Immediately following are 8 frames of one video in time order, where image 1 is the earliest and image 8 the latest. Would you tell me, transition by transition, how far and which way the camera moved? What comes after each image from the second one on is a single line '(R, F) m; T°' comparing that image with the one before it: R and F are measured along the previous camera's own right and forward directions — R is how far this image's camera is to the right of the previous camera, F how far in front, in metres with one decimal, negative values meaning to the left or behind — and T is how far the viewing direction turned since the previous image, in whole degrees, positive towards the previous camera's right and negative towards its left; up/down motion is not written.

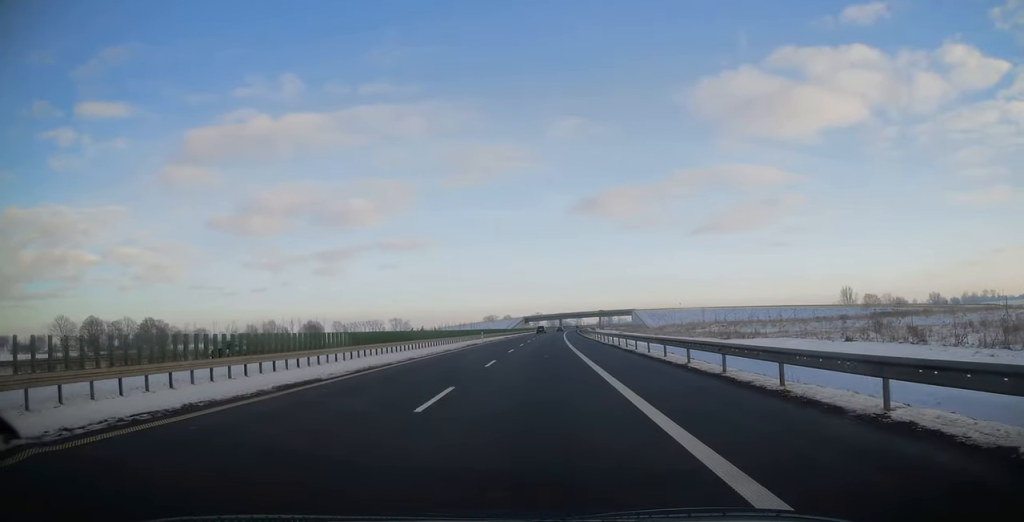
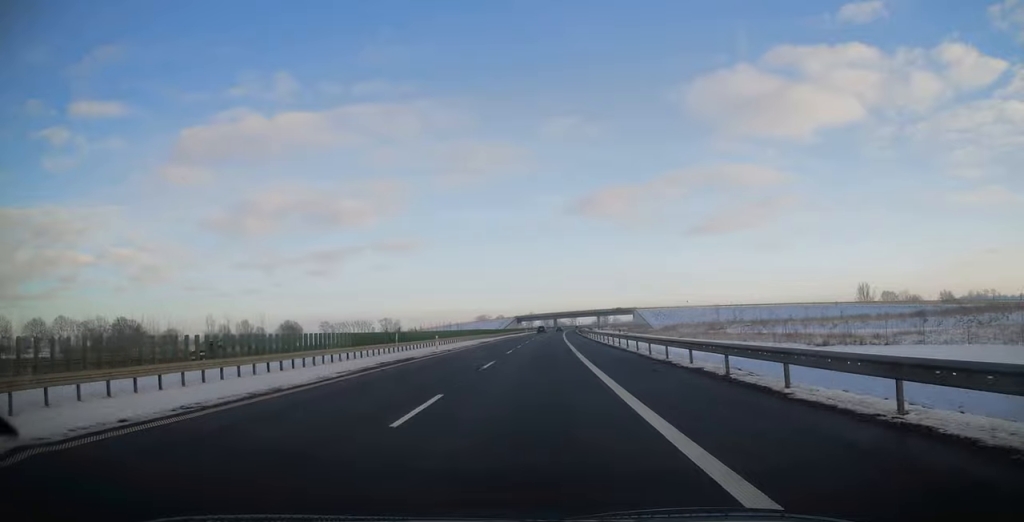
(+0.1, +24.4) m; +1°
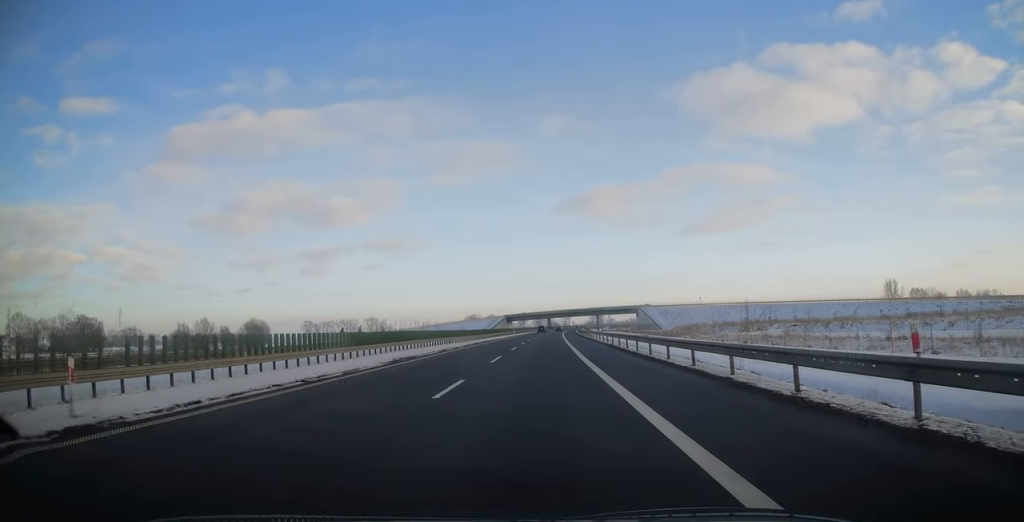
(+0.3, +32.2) m; +1°
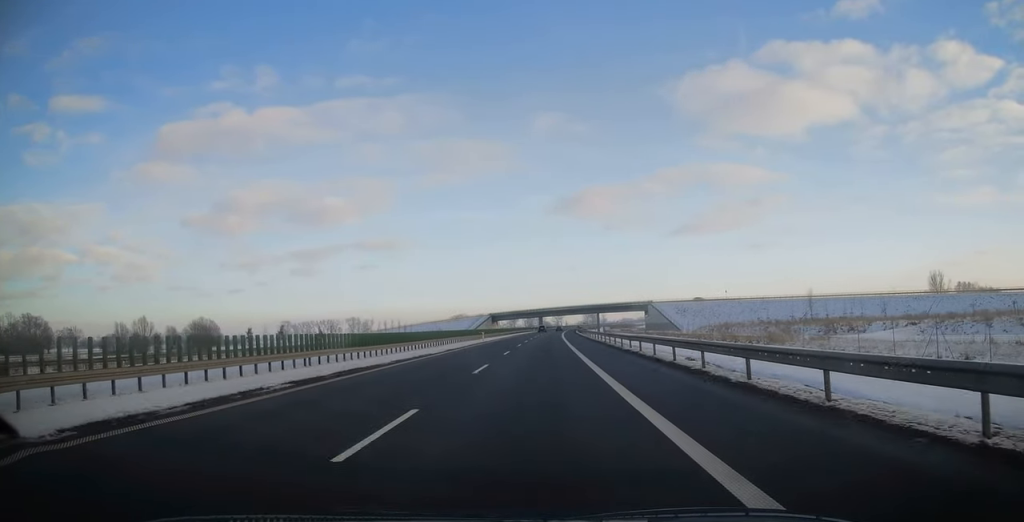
(+0.2, +41.2) m; +1°
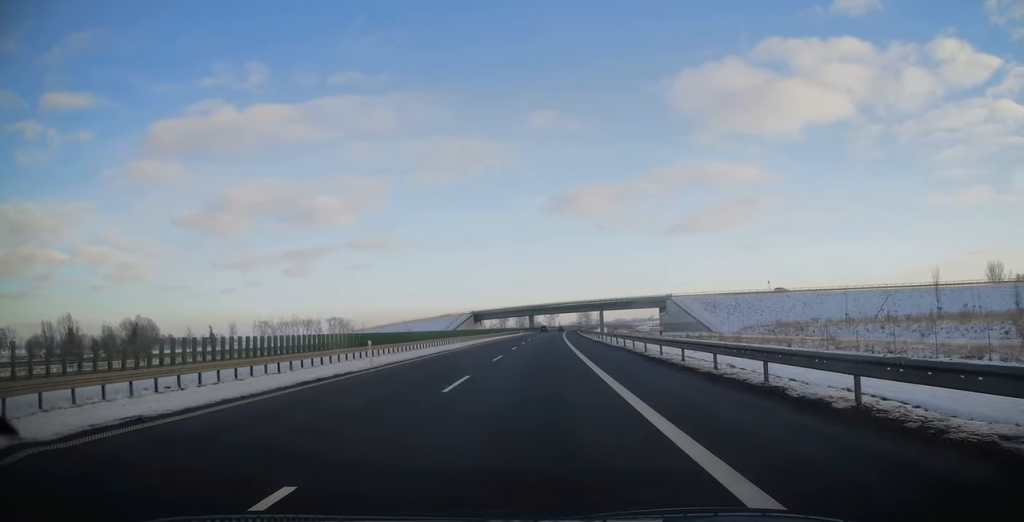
(+0.4, +40.8) m; +1°
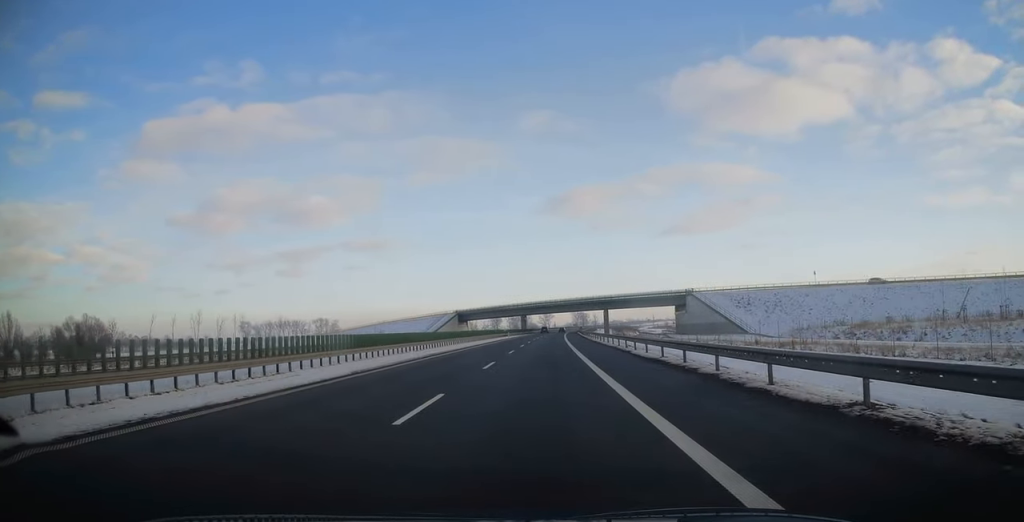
(+0.2, +28.0) m; +1°
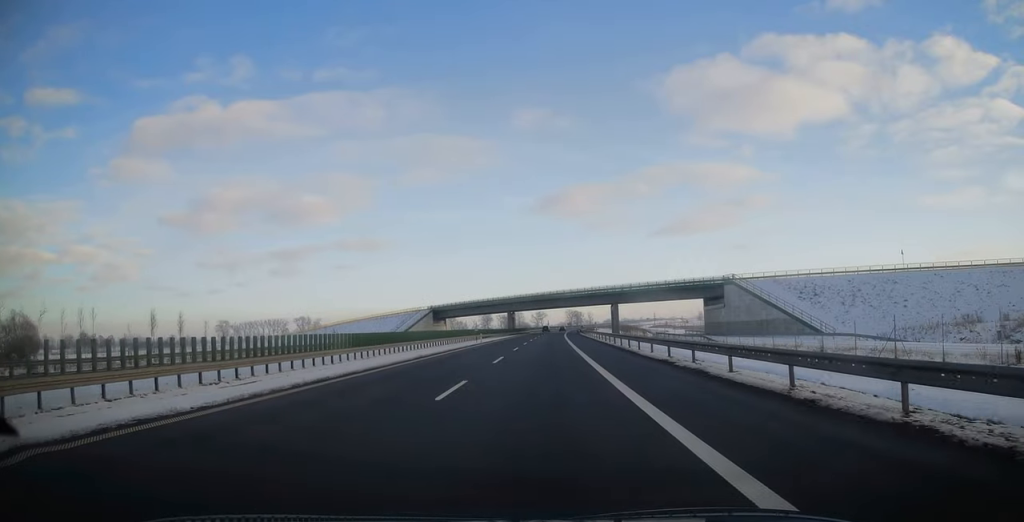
(+0.1, +32.8) m; 0°
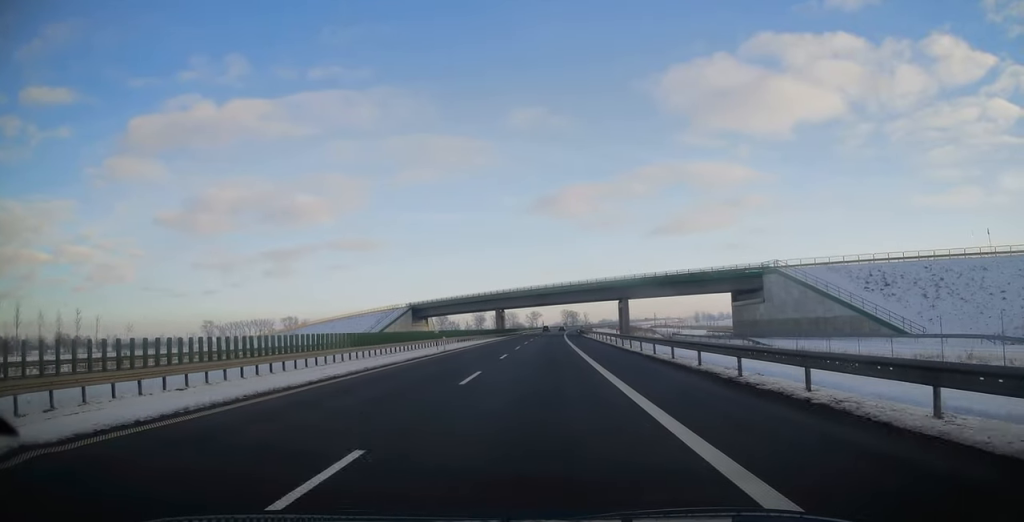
(-0.1, +20.6) m; +1°
